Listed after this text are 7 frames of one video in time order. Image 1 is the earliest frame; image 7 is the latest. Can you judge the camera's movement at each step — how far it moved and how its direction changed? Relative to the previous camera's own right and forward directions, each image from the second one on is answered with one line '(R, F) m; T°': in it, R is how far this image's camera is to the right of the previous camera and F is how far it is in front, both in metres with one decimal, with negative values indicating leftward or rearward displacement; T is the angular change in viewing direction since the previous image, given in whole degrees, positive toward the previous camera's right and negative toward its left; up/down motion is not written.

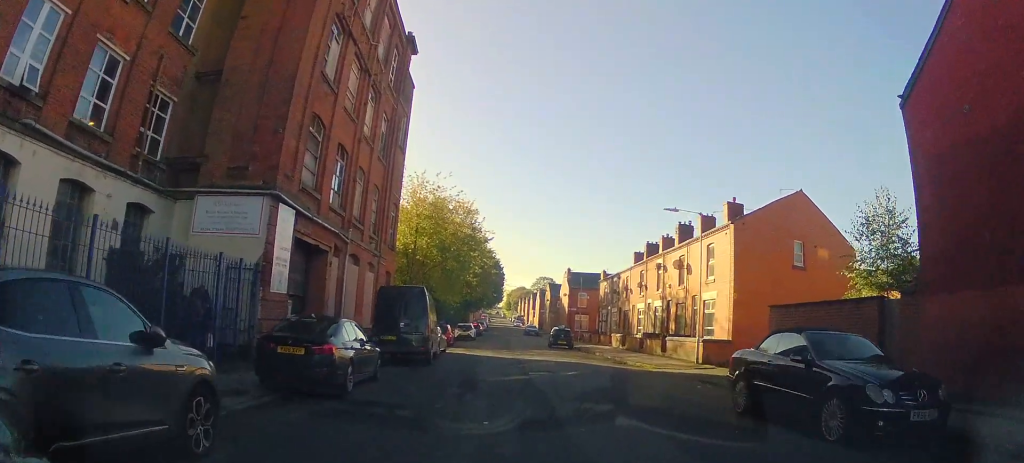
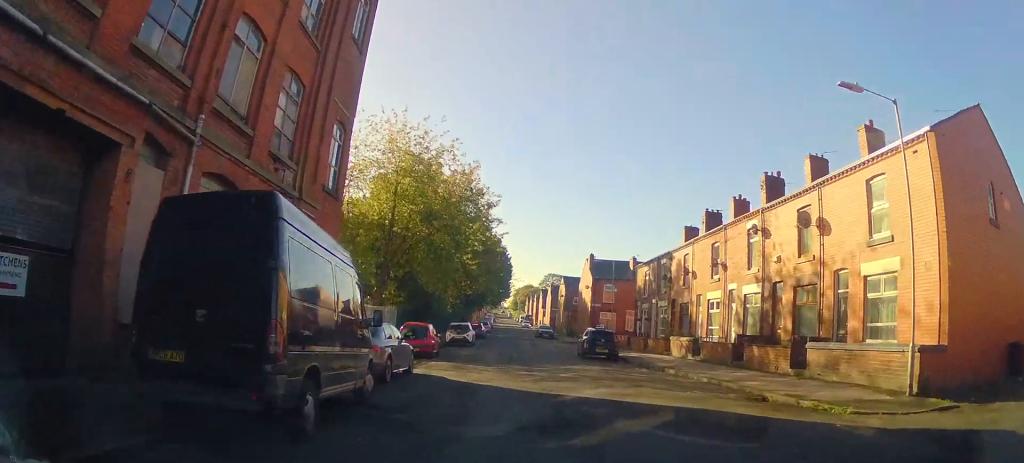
(0.0, +13.0) m; -1°
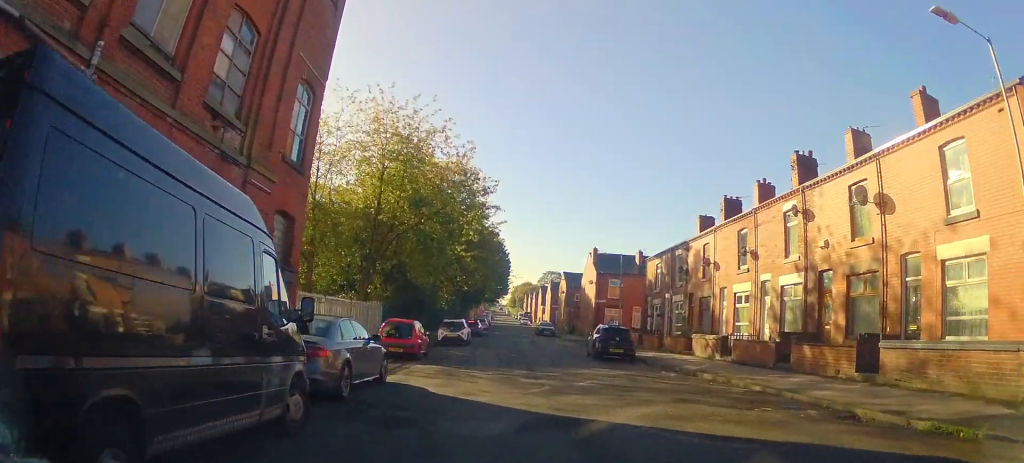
(-0.1, +3.6) m; +3°
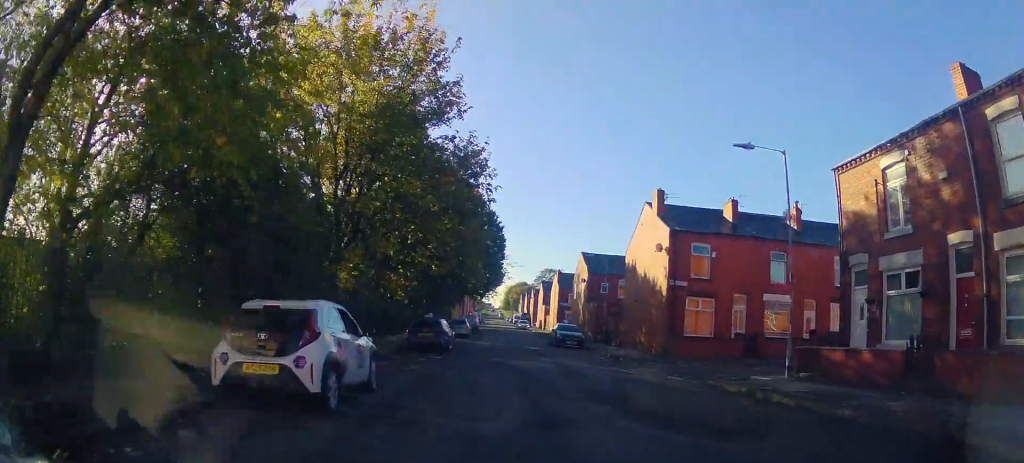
(+1.6, +25.0) m; -1°
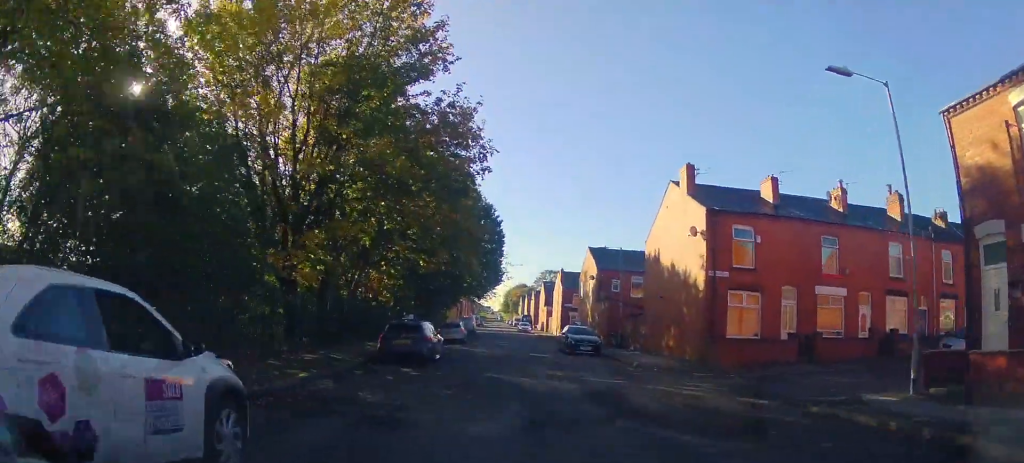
(0.0, +5.5) m; 0°
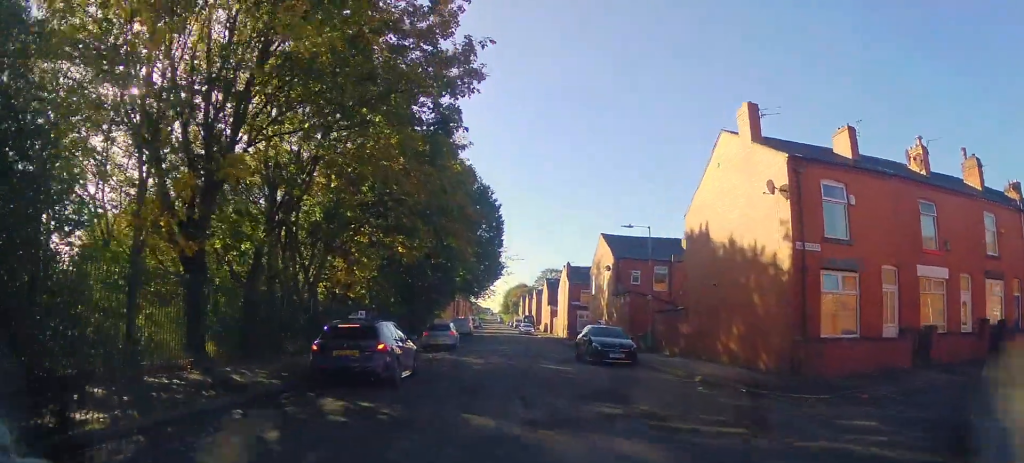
(0.0, +7.2) m; 0°
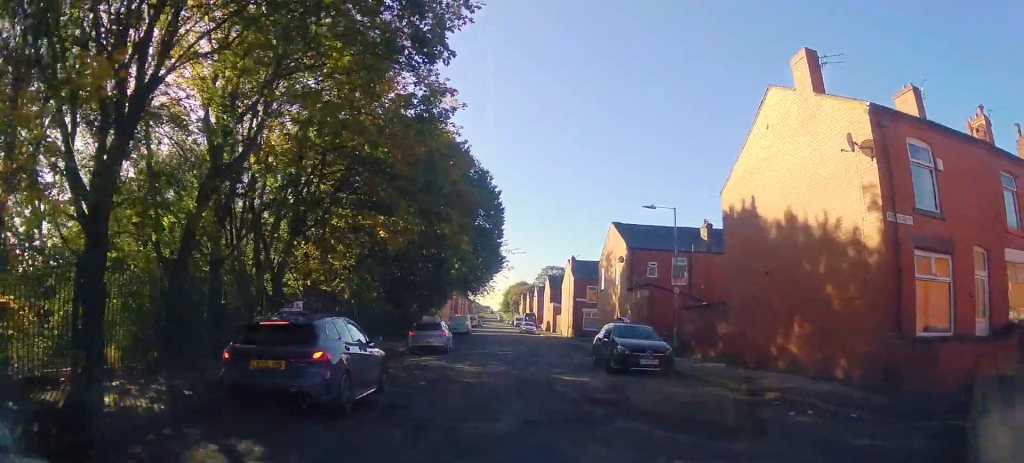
(0.0, +4.3) m; 0°
